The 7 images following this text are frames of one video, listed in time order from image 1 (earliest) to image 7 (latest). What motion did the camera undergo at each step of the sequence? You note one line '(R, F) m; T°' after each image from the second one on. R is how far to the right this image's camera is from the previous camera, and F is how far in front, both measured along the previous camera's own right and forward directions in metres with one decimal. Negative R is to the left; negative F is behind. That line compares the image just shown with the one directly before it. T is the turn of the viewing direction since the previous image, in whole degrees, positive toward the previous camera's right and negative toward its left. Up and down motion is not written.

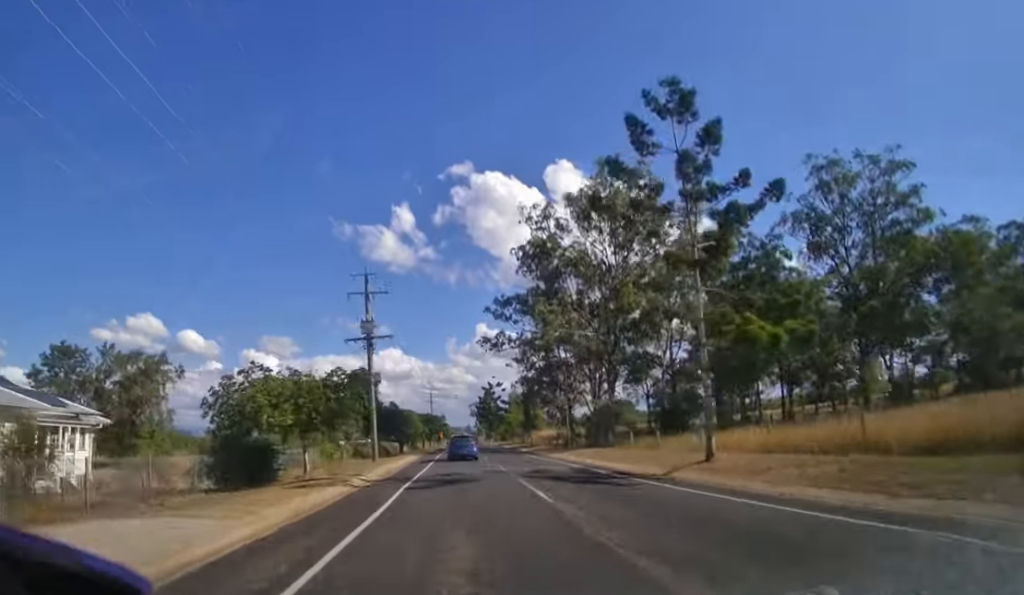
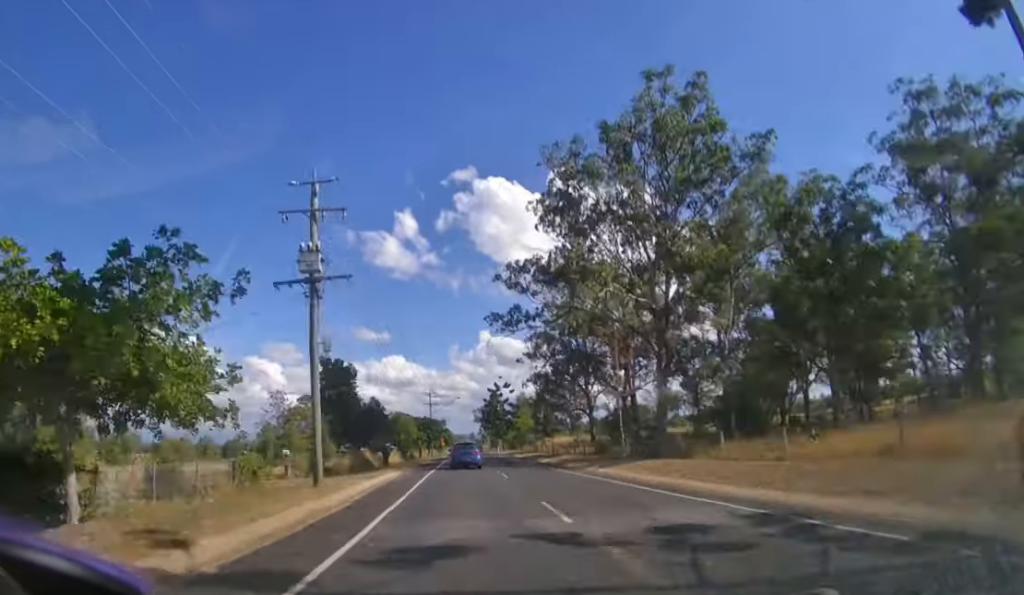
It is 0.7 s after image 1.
(0.0, +11.5) m; 0°
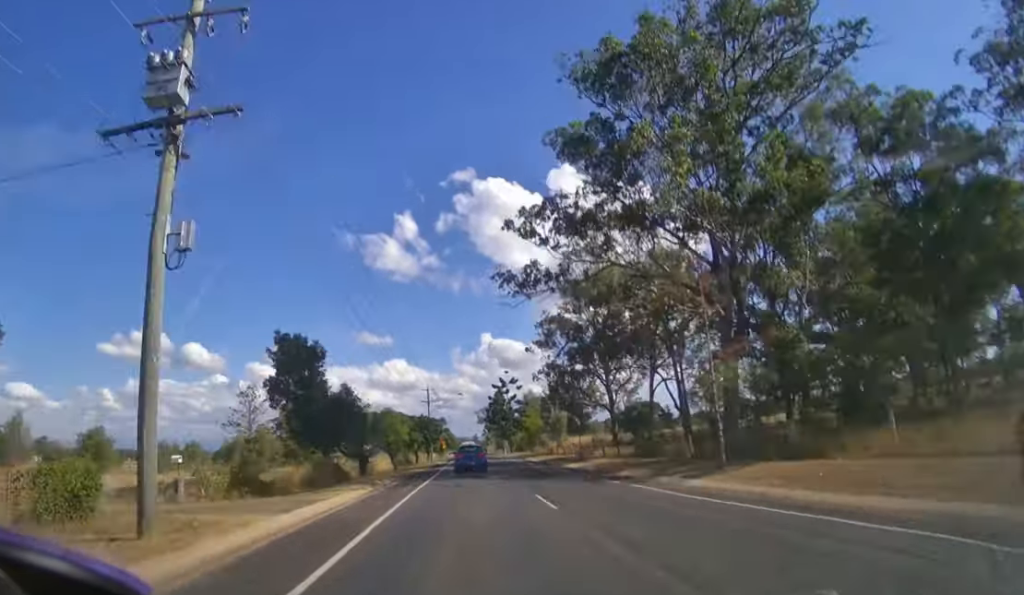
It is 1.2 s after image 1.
(0.0, +9.2) m; 0°
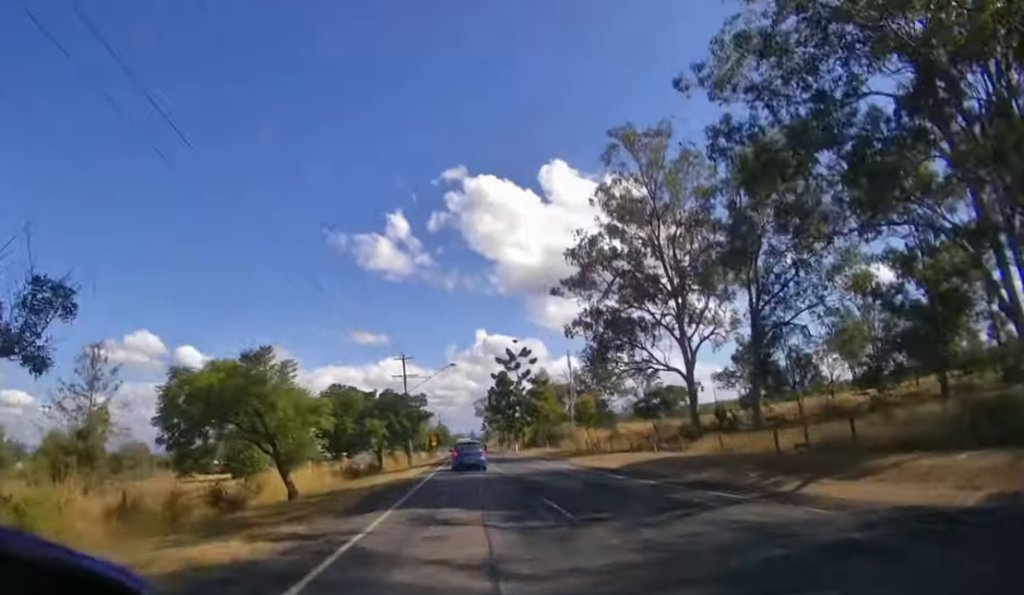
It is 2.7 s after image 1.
(0.0, +22.4) m; 0°
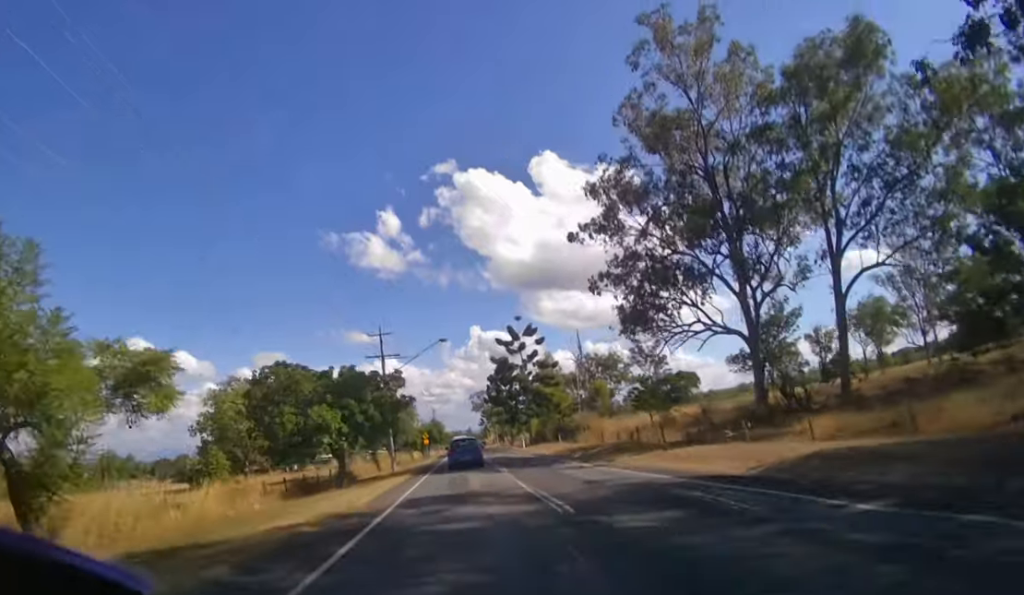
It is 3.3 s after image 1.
(0.0, +9.3) m; 0°
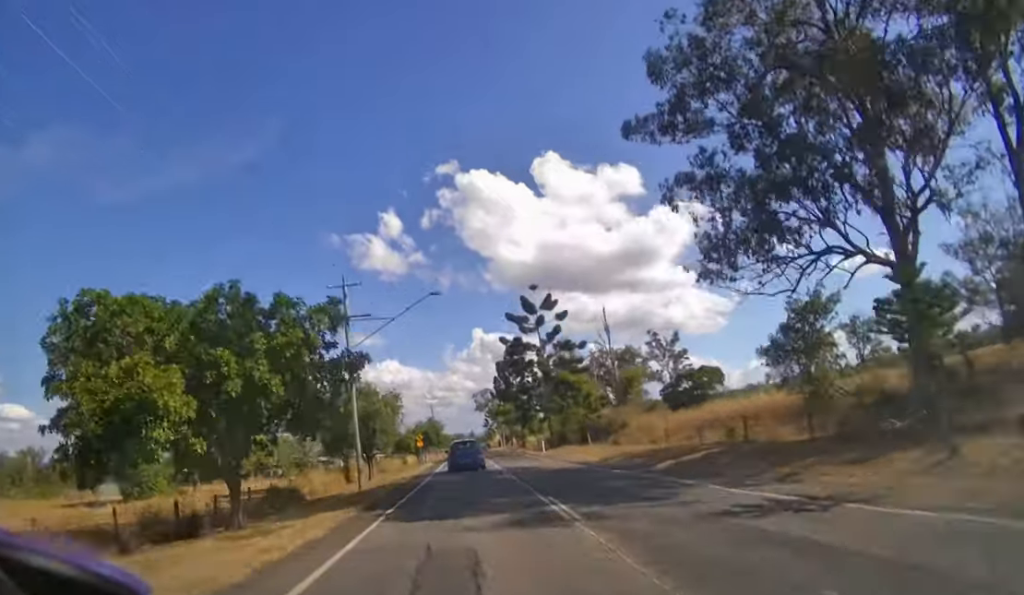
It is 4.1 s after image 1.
(0.0, +12.1) m; 0°
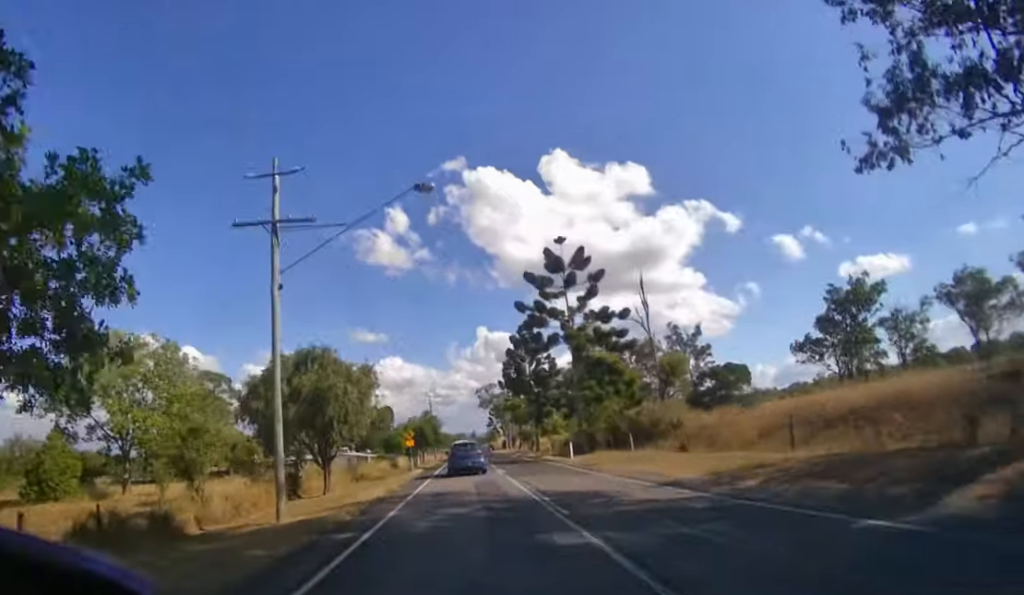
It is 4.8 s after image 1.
(0.0, +11.1) m; 0°
